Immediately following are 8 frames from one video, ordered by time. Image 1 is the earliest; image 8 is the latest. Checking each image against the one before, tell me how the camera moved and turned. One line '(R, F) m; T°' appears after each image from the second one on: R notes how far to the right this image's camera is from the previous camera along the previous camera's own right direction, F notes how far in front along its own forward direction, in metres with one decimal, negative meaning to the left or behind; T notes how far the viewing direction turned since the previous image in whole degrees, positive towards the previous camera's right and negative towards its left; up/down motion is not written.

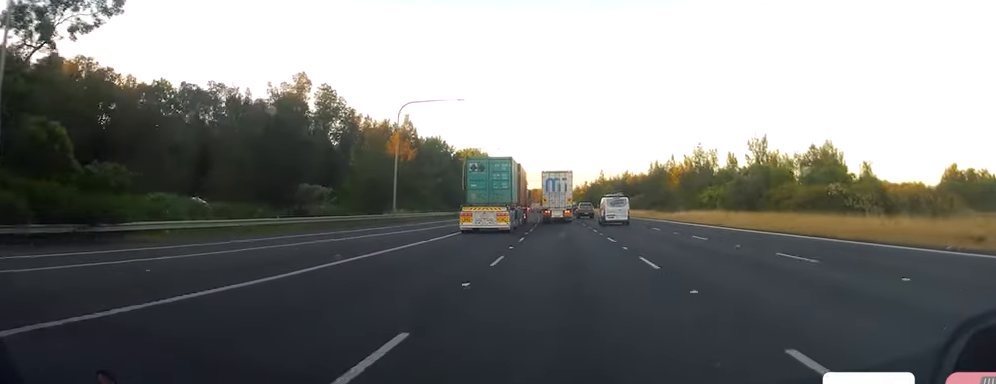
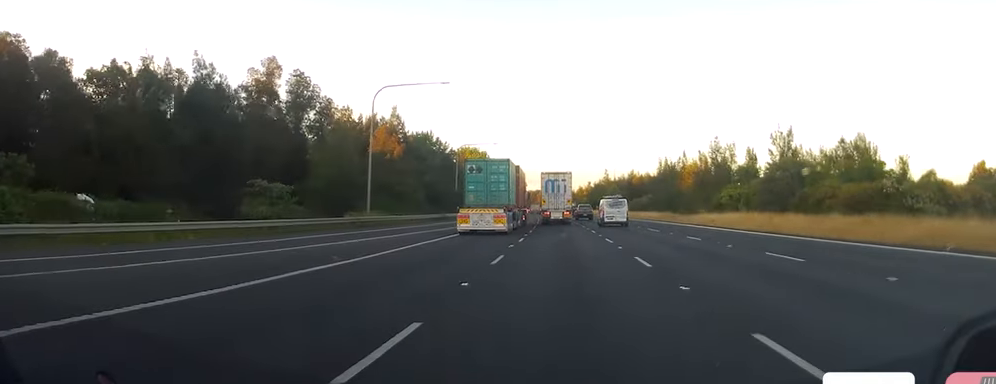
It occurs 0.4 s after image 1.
(-0.1, +11.1) m; 0°
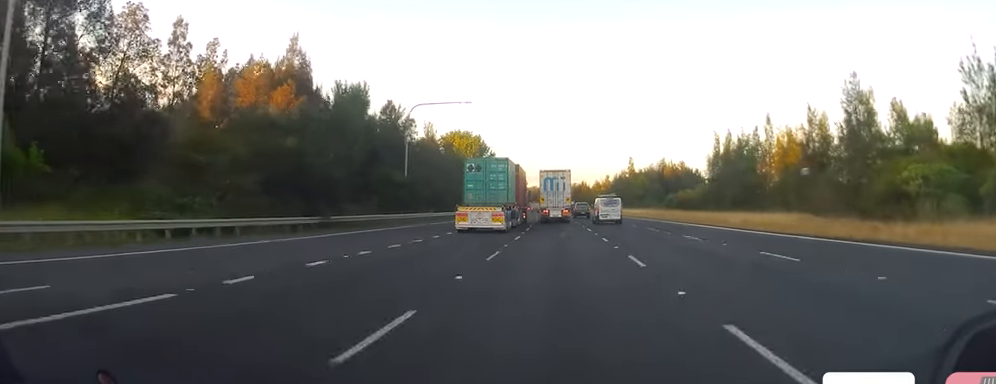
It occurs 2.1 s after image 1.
(0.0, +47.4) m; 0°
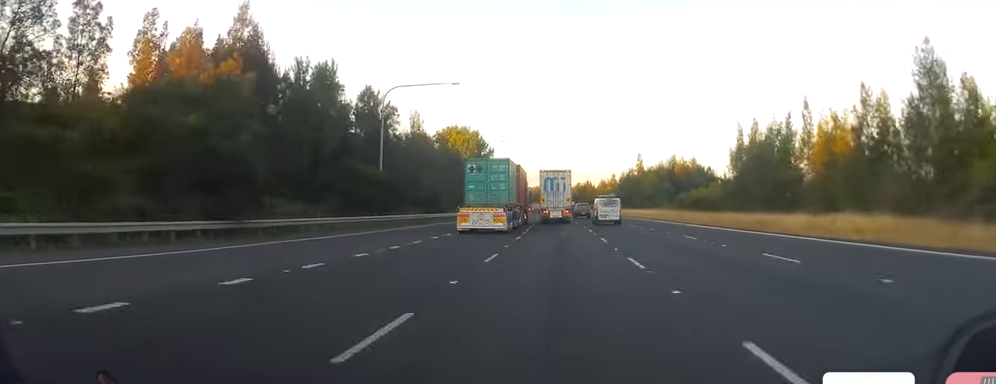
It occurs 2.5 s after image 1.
(-0.1, +12.1) m; 0°
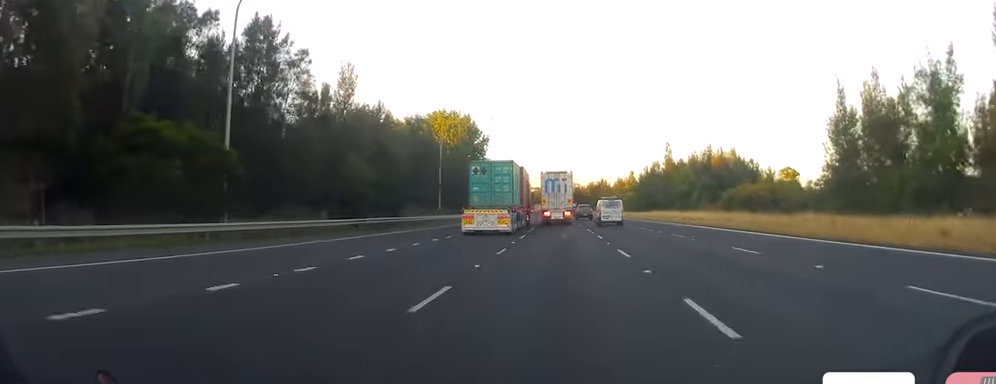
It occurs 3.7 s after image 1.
(-0.2, +32.8) m; -1°
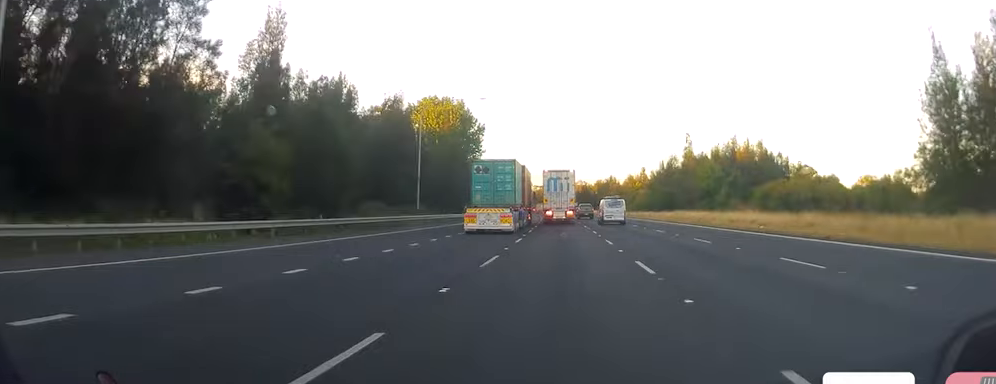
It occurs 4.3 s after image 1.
(0.0, +16.9) m; -1°
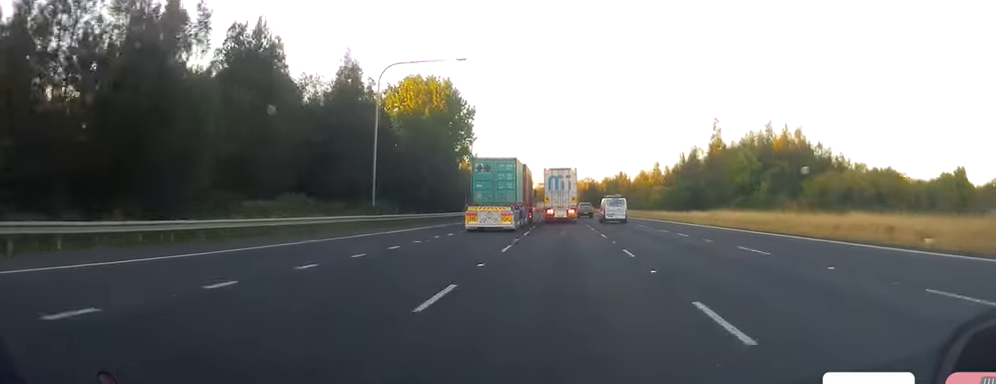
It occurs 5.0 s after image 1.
(-0.2, +19.7) m; -1°
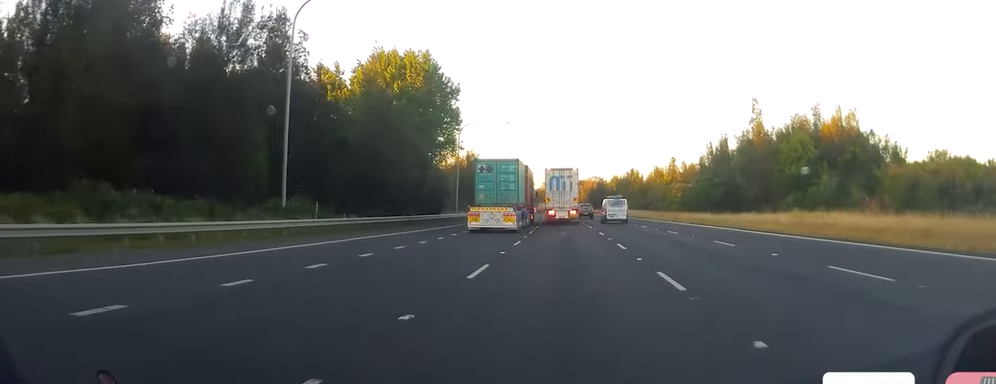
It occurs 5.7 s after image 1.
(-0.2, +19.7) m; -1°
